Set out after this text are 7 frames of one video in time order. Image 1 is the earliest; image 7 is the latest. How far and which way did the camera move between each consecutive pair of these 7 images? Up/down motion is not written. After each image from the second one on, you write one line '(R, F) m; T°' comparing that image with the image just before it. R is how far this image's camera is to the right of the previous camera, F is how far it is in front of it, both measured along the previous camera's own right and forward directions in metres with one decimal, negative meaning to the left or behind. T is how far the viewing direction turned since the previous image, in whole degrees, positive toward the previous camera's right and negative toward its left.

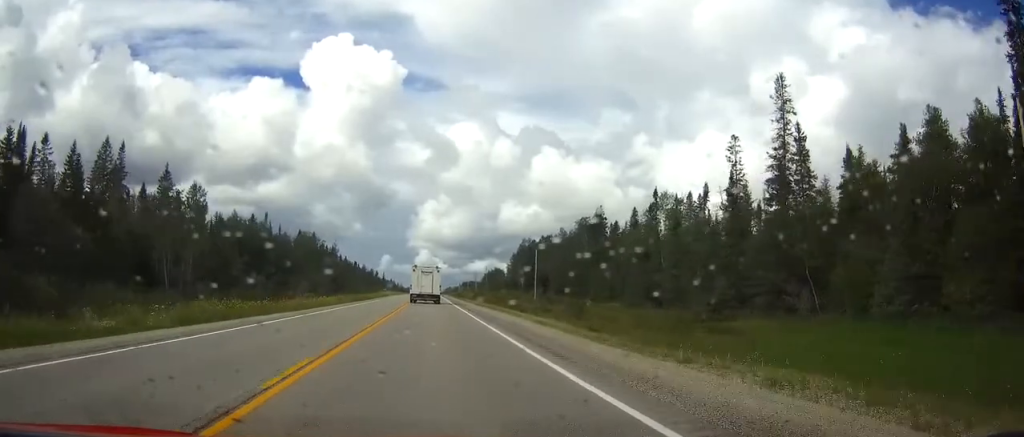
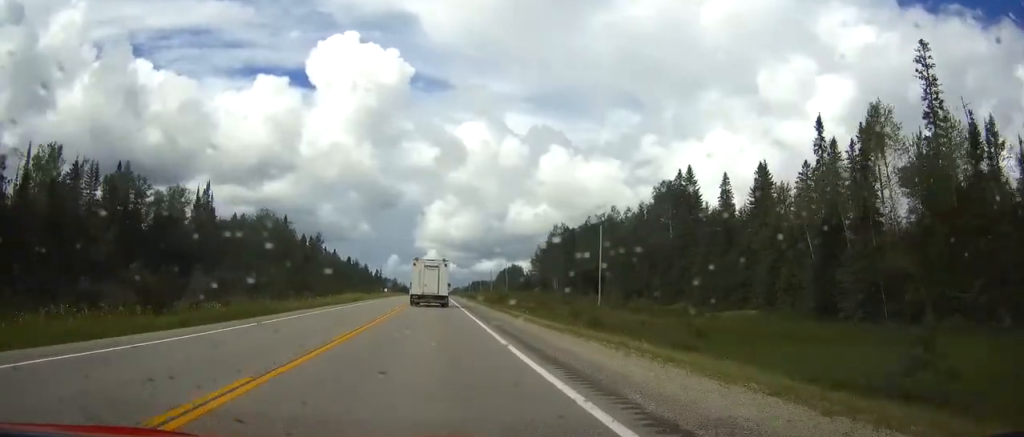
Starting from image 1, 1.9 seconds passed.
(0.0, +51.5) m; 0°
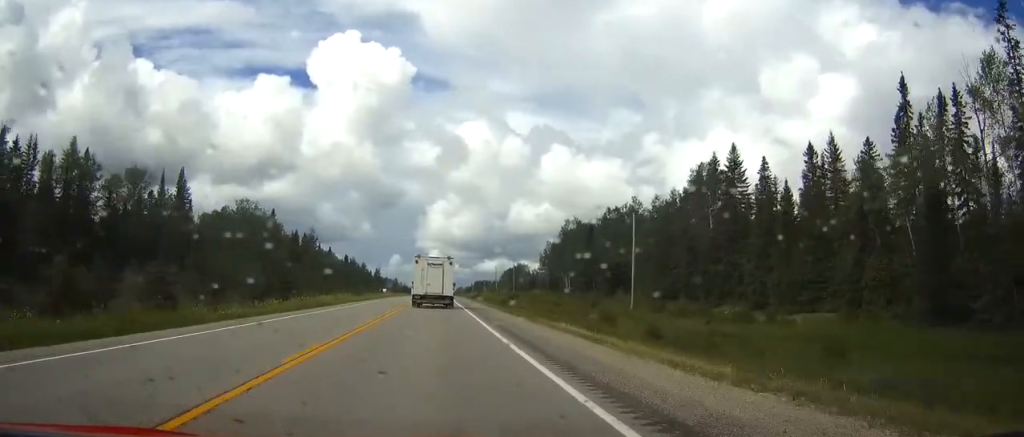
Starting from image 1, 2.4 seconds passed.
(0.0, +14.5) m; 0°
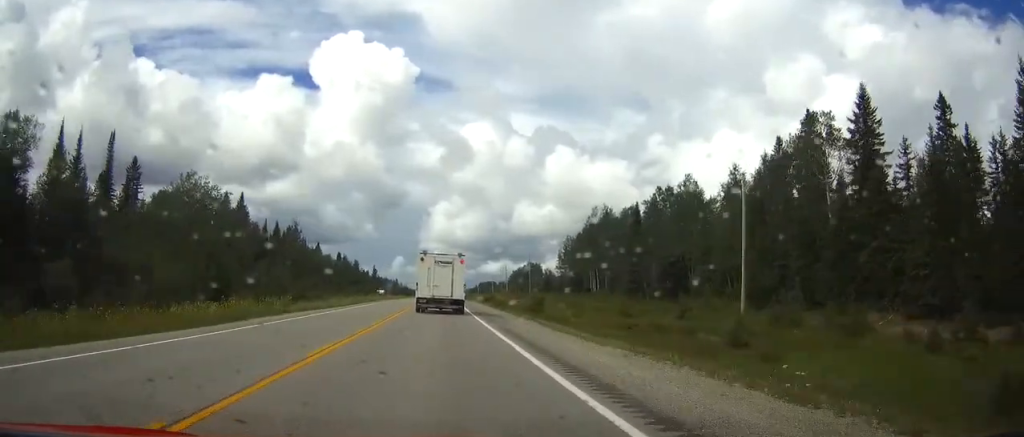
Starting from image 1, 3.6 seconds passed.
(0.0, +27.9) m; 0°
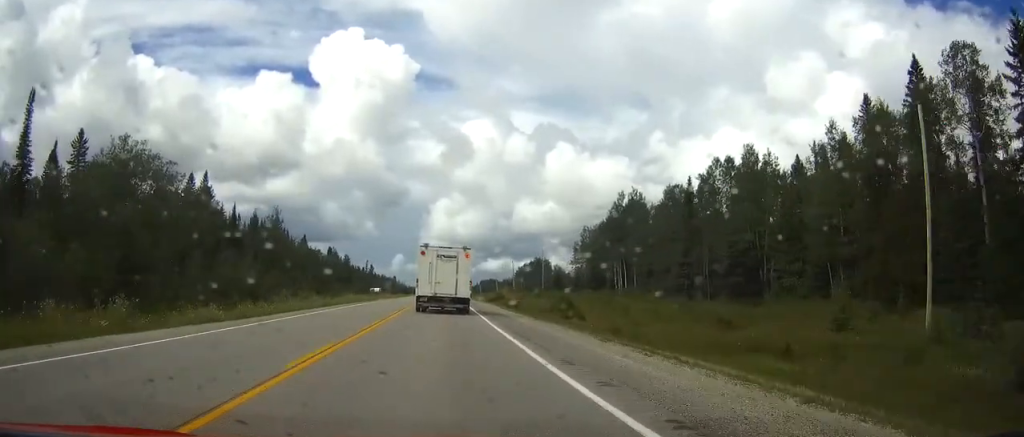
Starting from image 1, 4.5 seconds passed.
(0.0, +21.6) m; 0°
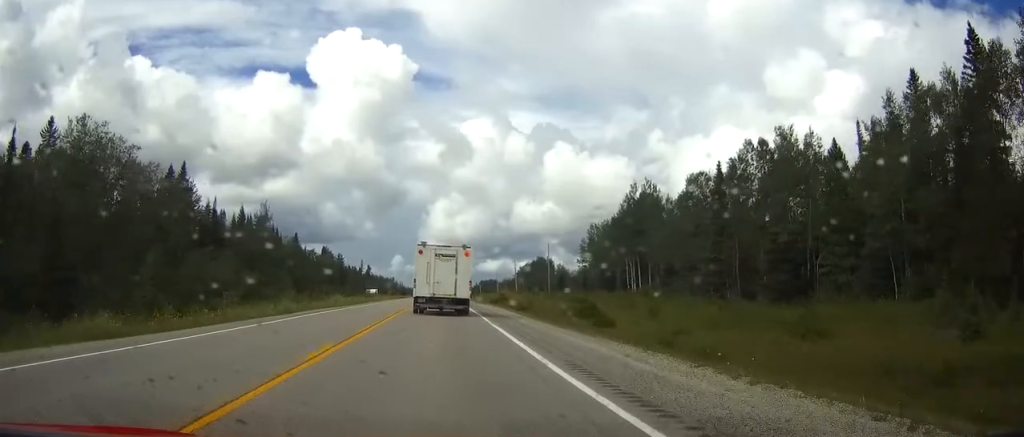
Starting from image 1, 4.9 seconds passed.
(0.0, +9.6) m; 0°
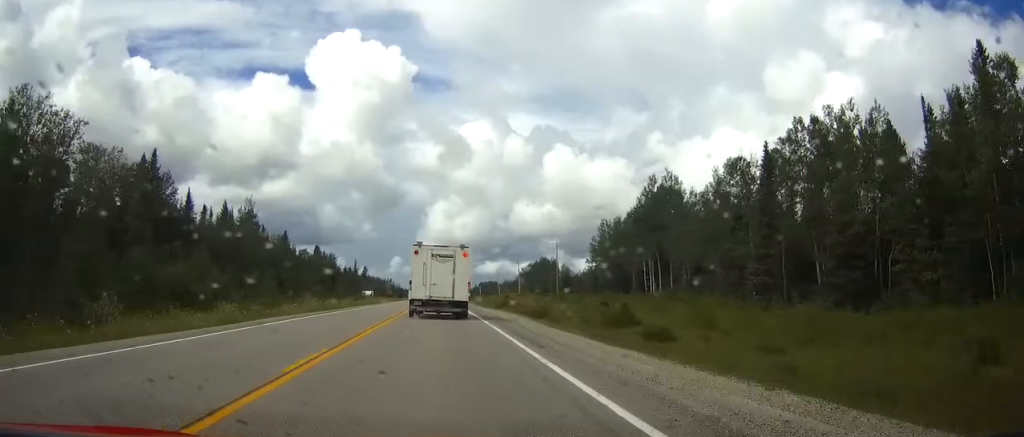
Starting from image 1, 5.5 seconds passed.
(0.0, +11.5) m; 0°
